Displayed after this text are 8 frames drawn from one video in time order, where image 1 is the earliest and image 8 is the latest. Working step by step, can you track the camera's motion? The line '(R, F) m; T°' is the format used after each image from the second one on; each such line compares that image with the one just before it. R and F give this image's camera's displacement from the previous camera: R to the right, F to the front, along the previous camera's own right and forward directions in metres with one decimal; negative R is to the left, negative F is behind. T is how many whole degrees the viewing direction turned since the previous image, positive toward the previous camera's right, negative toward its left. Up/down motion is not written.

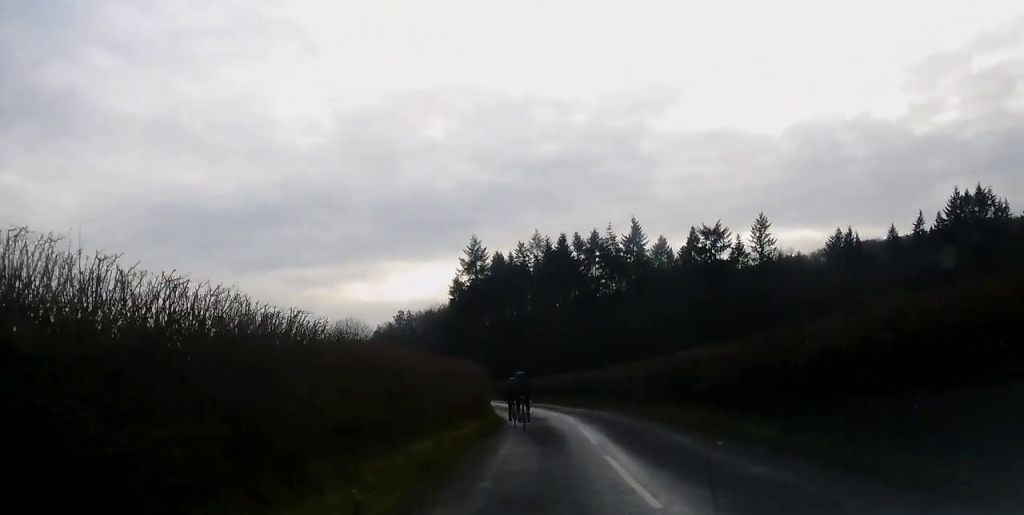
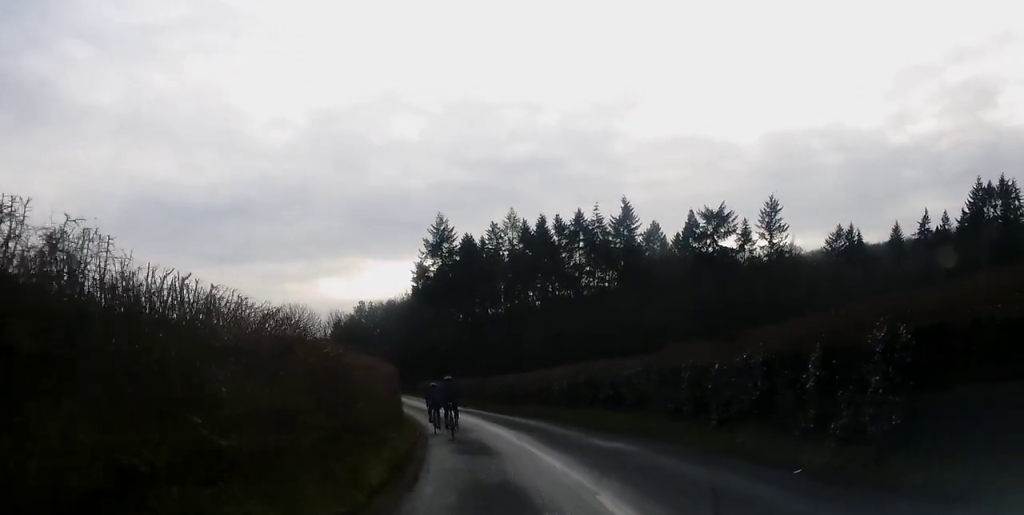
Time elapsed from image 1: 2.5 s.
(-0.3, +21.6) m; -2°
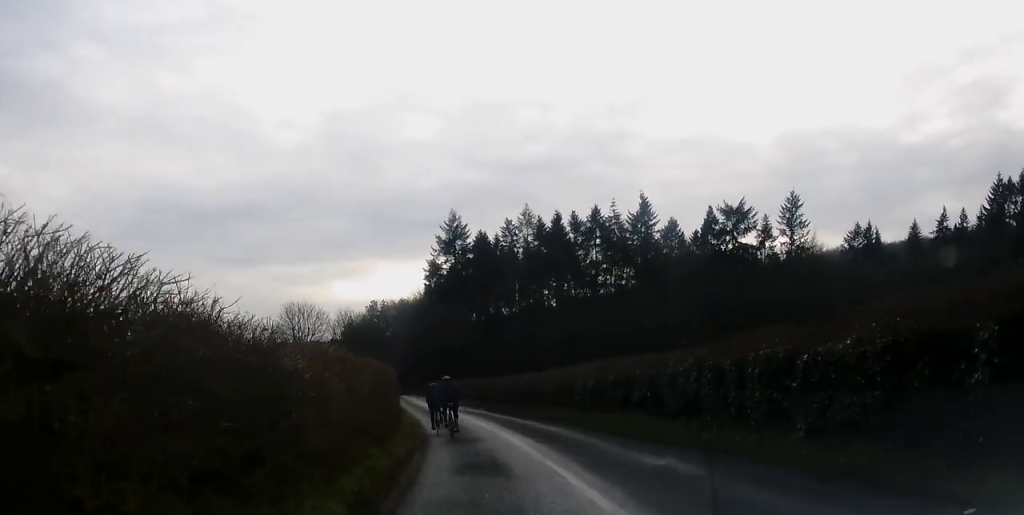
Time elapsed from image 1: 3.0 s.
(0.0, +3.9) m; 0°
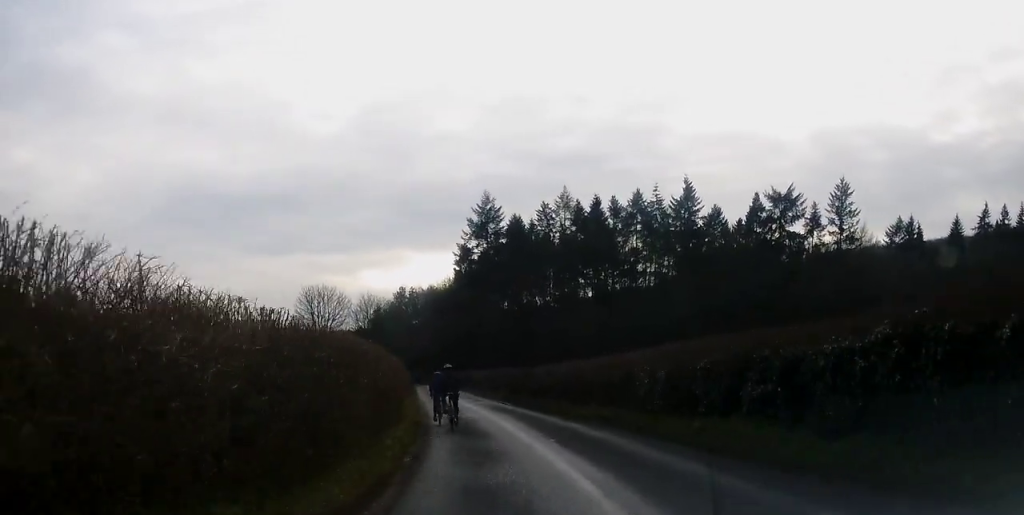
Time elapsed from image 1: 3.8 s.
(+0.2, +7.3) m; 0°
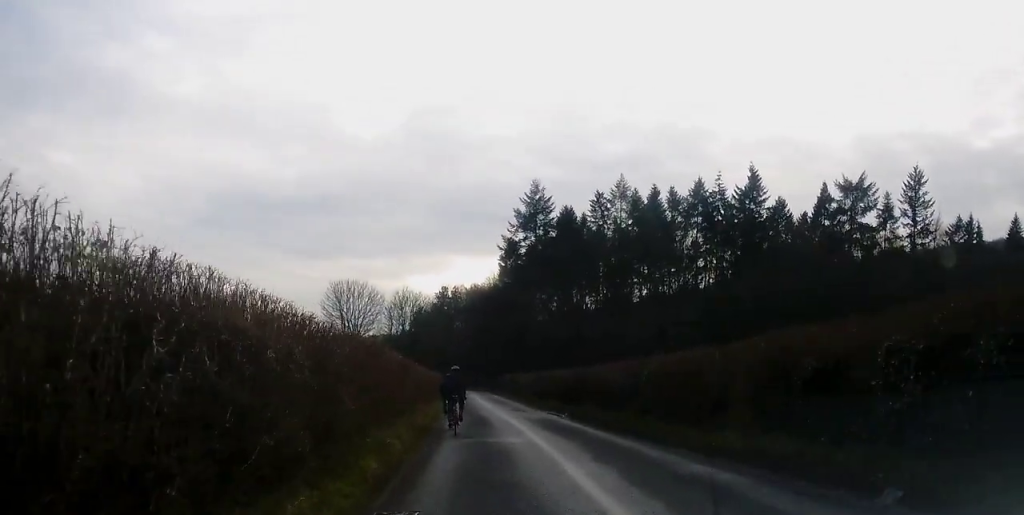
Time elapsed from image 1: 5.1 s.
(-0.7, +11.3) m; -6°
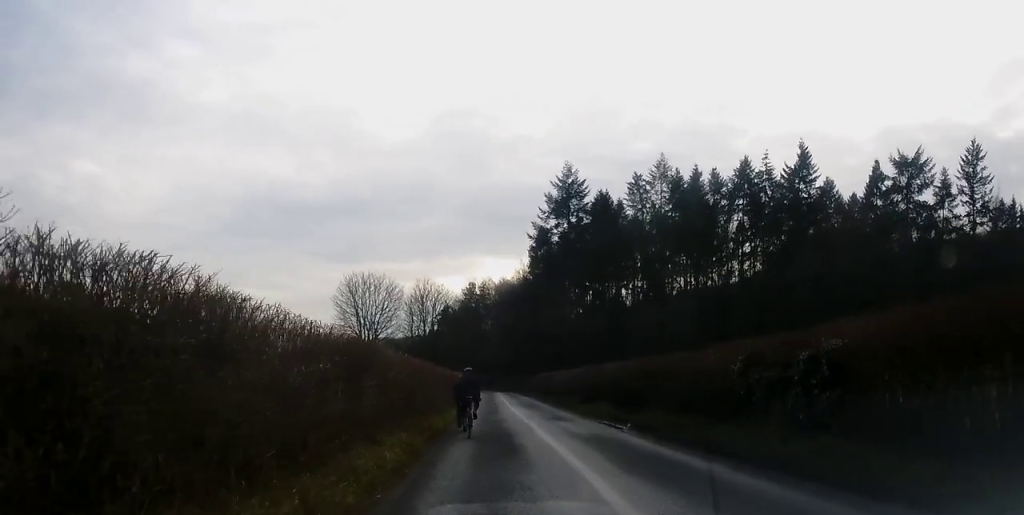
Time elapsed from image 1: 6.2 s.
(-0.4, +9.8) m; -2°
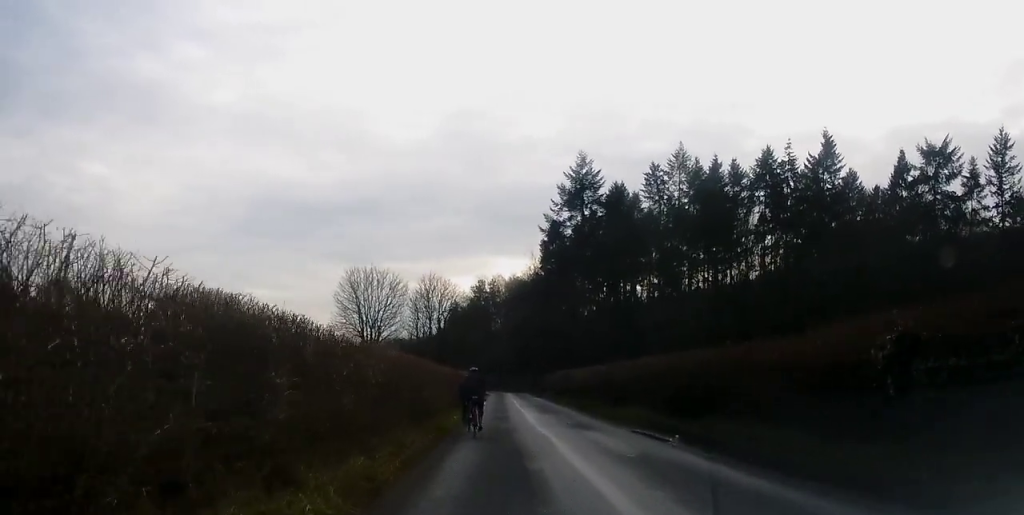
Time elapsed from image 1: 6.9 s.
(0.0, +5.4) m; 0°
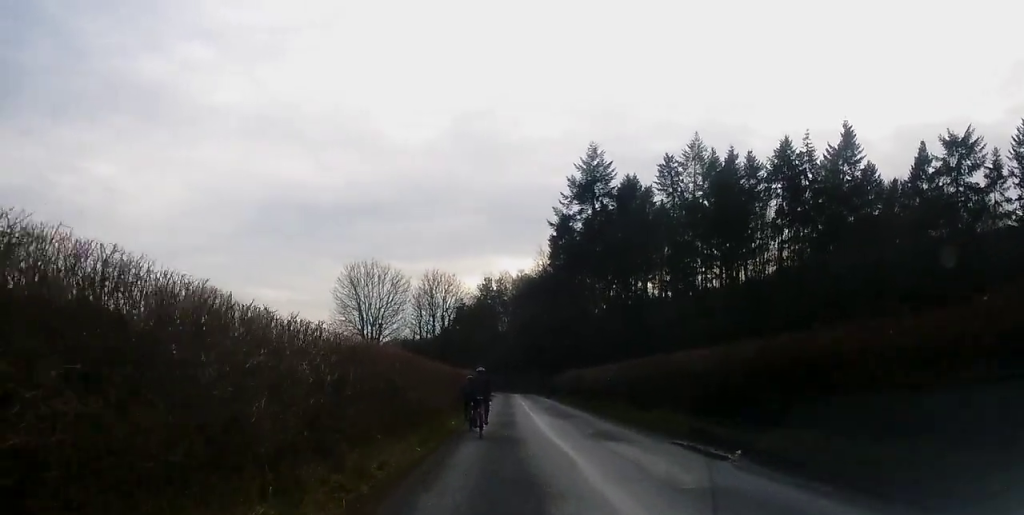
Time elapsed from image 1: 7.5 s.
(0.0, +4.3) m; +1°
